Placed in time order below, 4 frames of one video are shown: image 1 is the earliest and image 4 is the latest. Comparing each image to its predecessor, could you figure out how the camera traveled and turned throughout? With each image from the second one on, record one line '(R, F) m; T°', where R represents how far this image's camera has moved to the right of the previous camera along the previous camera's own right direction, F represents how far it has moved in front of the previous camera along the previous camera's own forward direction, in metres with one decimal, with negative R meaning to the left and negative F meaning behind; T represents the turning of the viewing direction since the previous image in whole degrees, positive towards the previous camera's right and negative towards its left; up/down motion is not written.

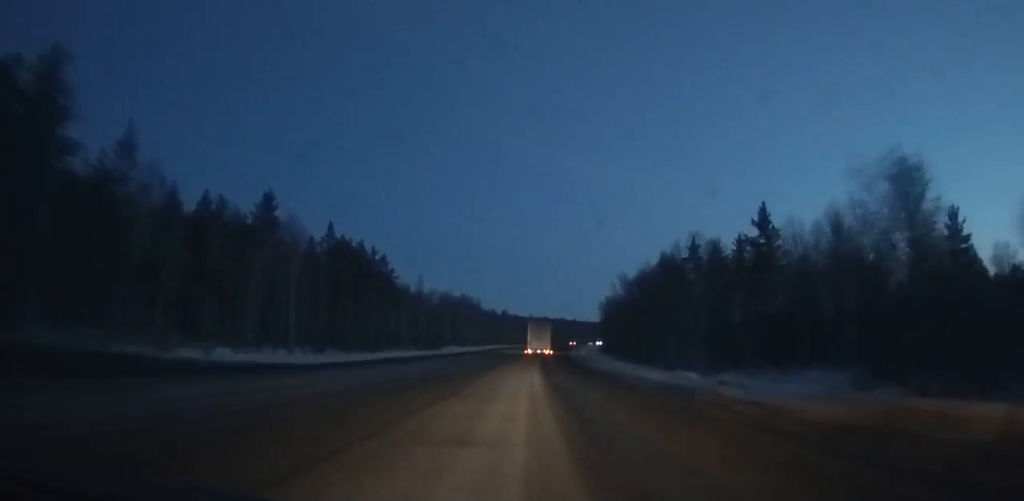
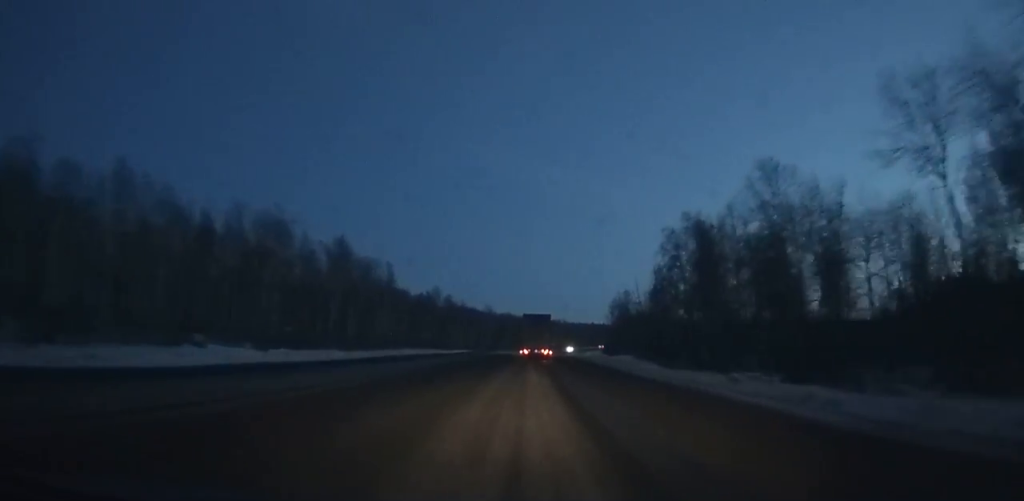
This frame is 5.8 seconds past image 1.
(+2.3, +97.2) m; +3°
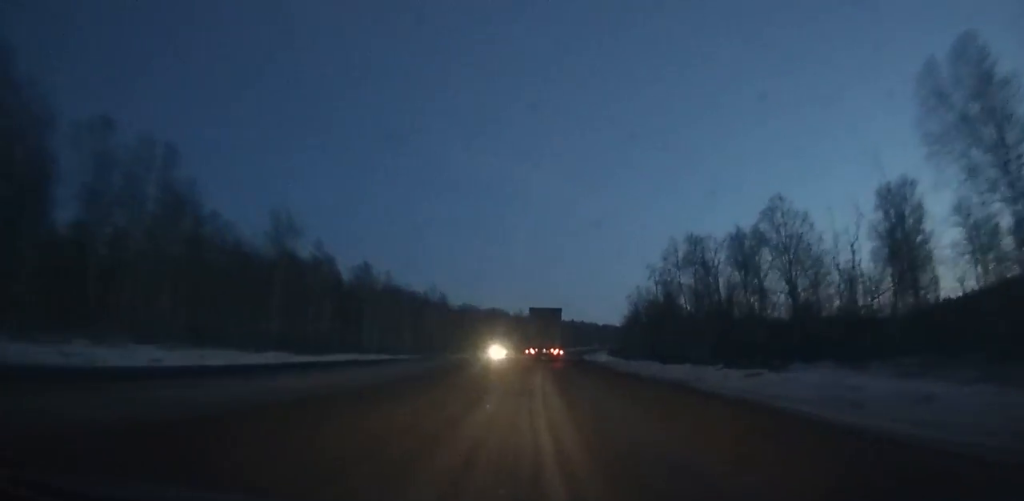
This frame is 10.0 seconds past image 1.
(+1.8, +65.3) m; +3°
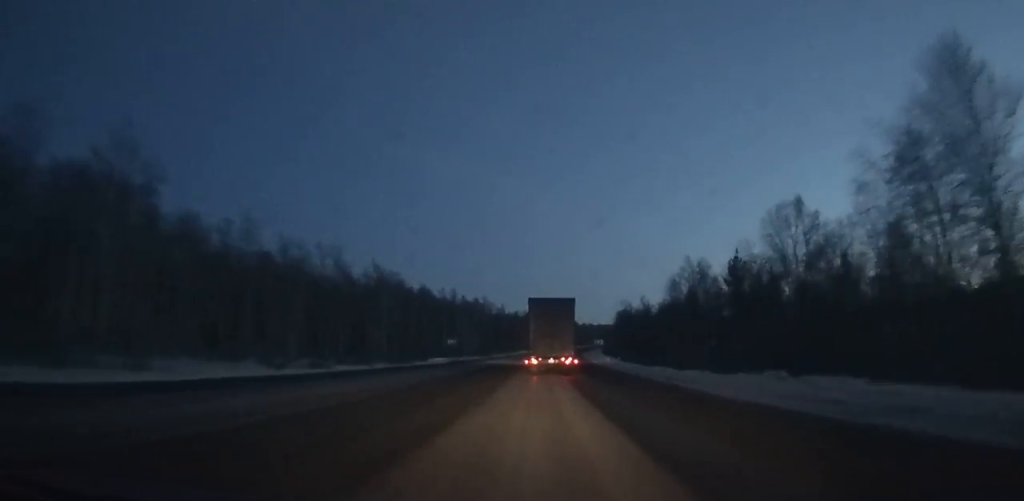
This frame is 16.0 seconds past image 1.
(+3.6, +89.8) m; +5°
